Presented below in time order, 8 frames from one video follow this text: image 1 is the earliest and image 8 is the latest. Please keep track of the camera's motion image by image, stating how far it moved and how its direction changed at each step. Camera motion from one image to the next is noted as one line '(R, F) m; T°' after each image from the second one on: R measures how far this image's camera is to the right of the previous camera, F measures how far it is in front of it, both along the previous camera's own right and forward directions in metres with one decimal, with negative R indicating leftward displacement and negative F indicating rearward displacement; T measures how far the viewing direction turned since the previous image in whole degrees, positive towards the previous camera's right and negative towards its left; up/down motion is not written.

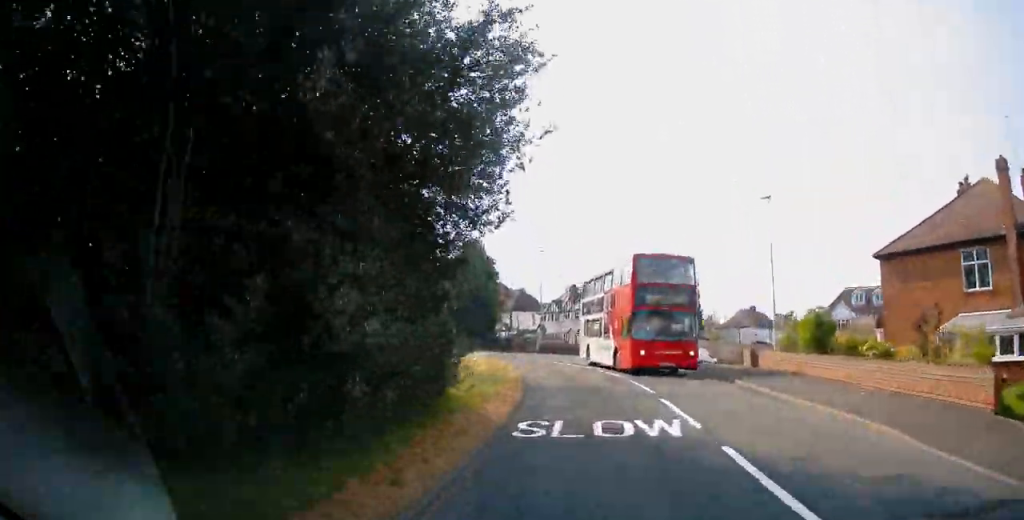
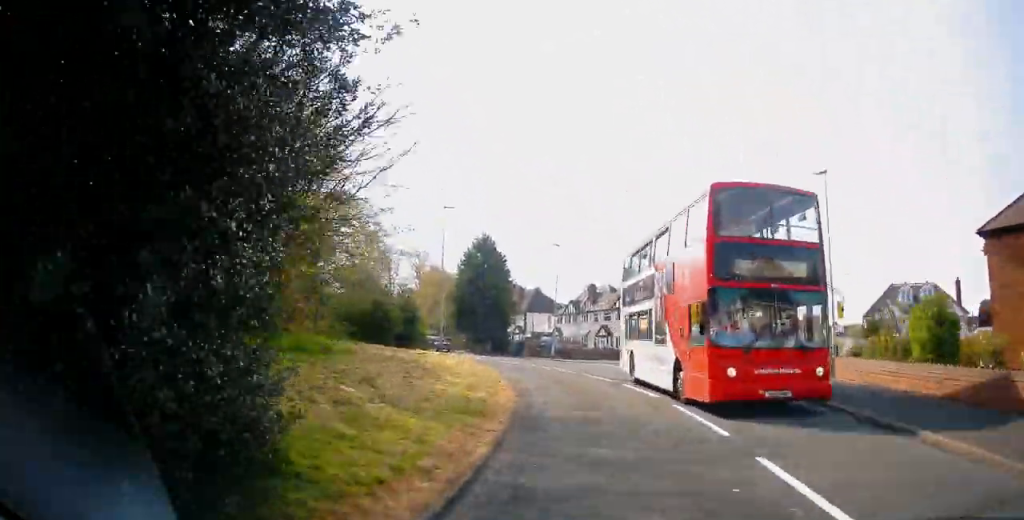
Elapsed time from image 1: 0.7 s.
(0.0, +6.2) m; -2°
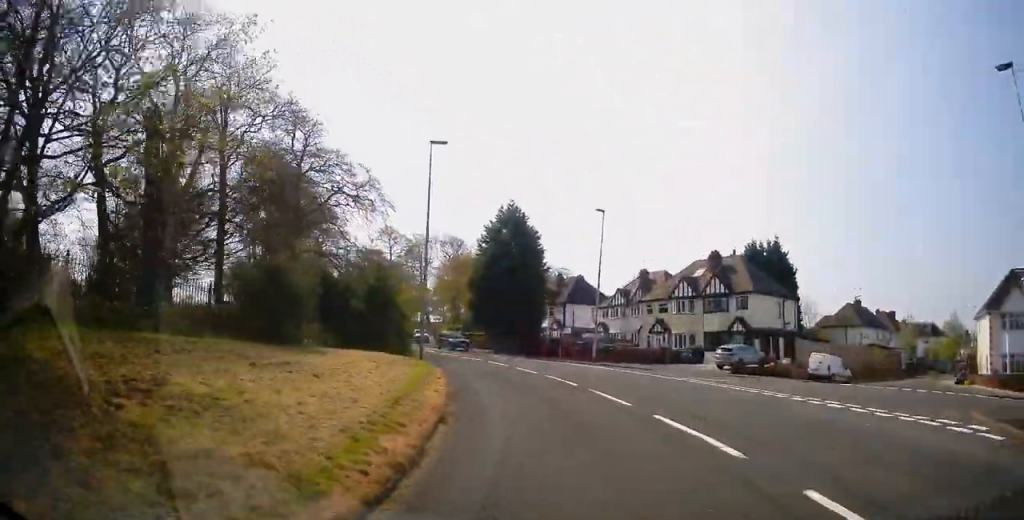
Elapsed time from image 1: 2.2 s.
(-0.7, +13.6) m; -6°
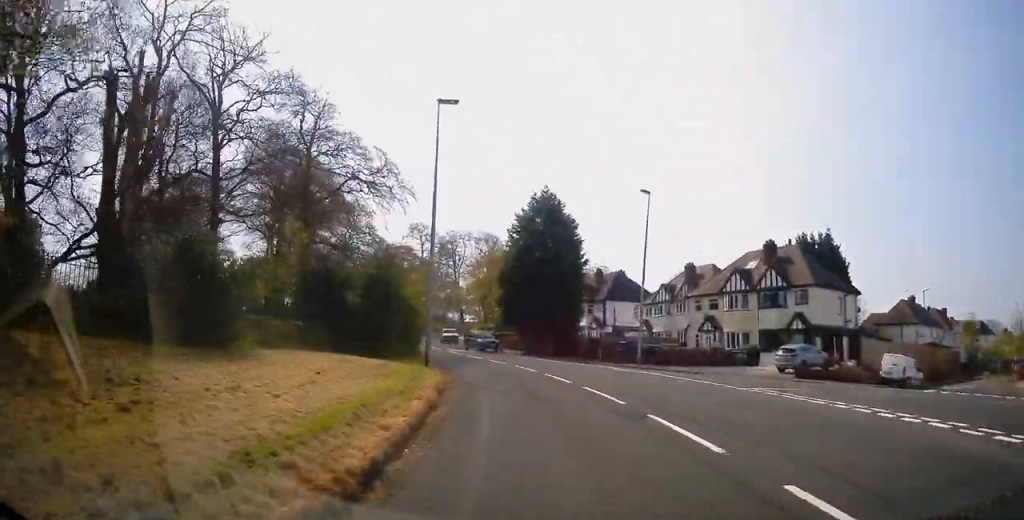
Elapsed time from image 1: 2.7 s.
(-0.2, +5.2) m; -3°
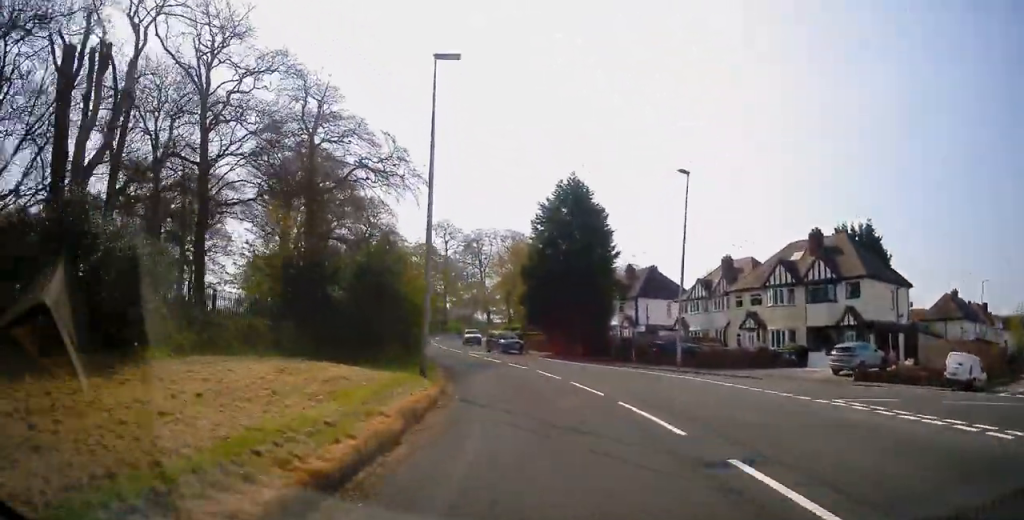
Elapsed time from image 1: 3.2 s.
(0.0, +4.1) m; -3°
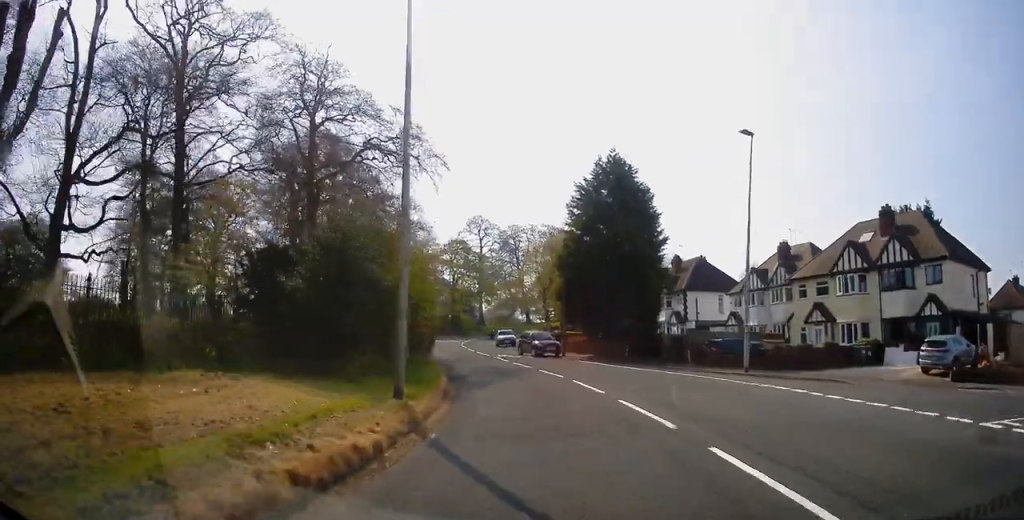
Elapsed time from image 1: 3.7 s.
(-0.3, +5.2) m; -4°
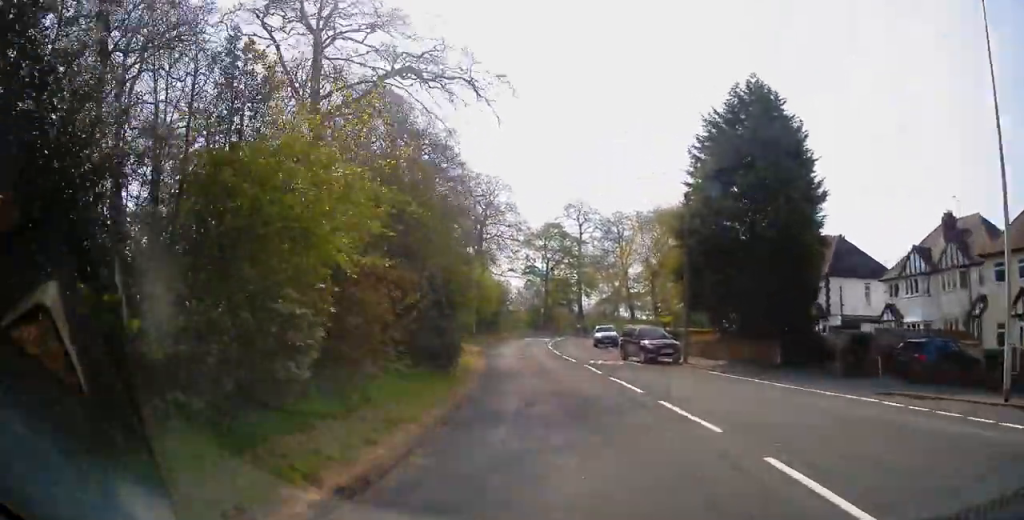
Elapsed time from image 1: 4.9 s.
(-0.7, +11.4) m; -8°
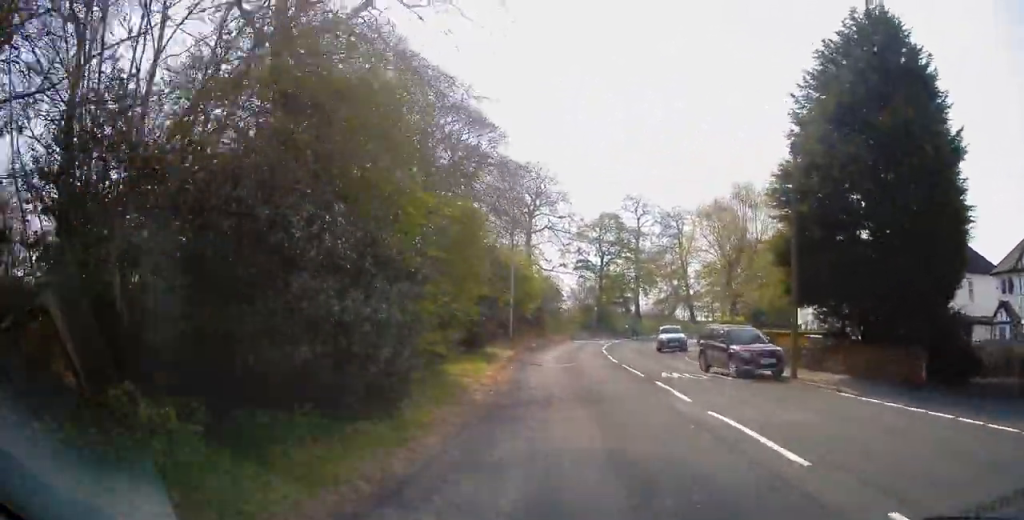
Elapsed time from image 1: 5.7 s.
(-0.4, +7.7) m; -6°
